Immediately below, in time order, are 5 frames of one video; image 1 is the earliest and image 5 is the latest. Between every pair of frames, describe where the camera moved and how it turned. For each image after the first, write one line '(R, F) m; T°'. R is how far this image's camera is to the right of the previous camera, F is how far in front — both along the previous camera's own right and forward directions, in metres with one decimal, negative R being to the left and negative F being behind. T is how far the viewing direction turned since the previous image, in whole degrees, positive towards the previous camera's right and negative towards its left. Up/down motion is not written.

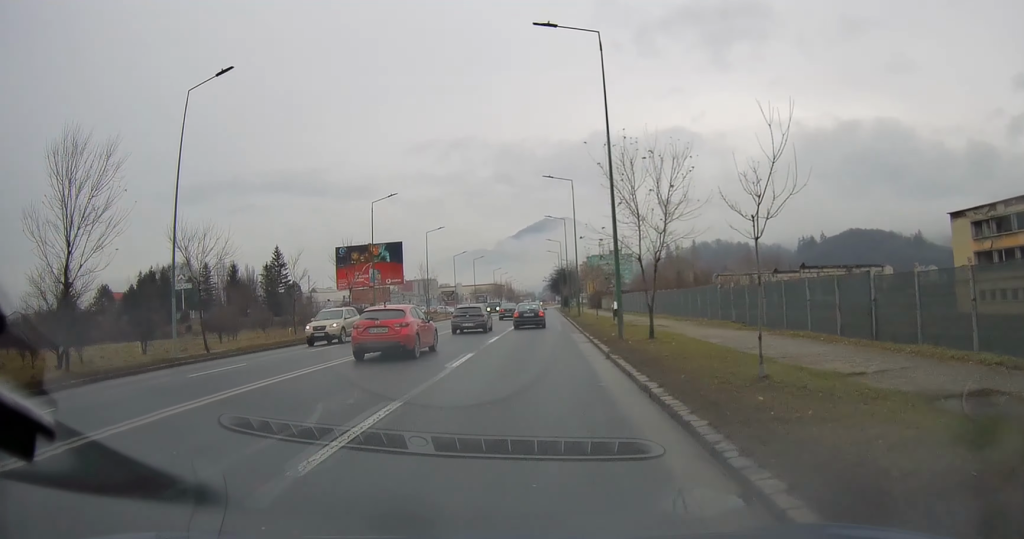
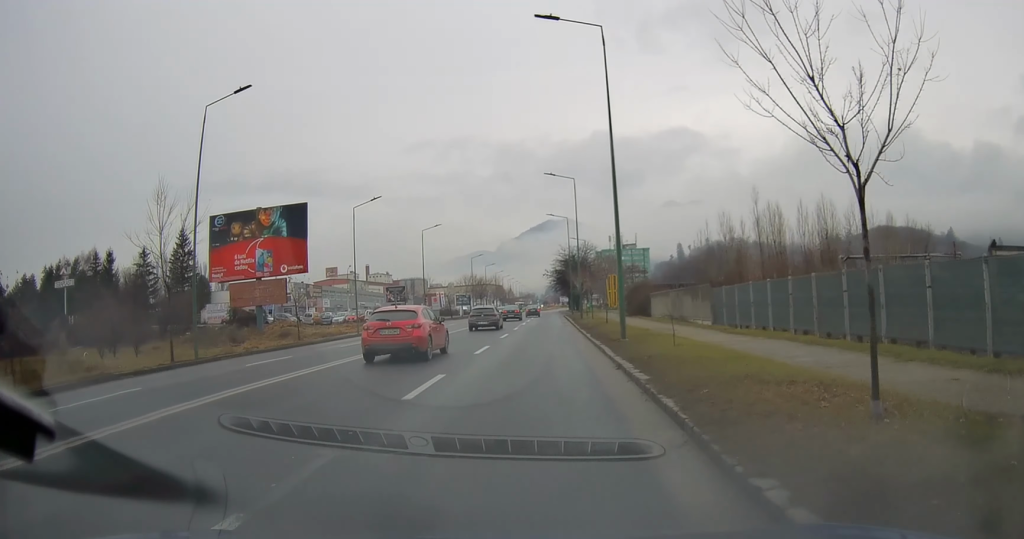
(+0.7, +56.1) m; +1°
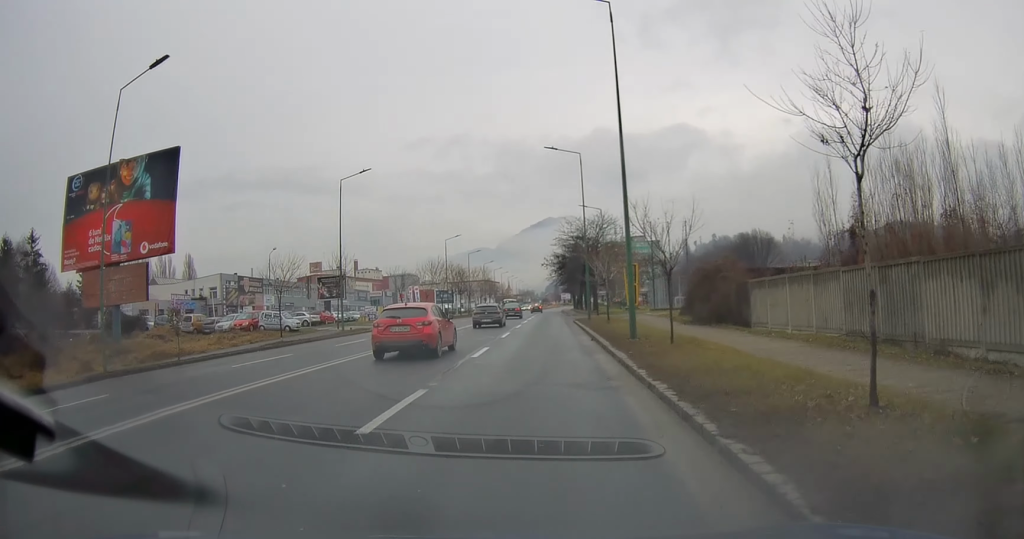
(-0.4, +29.8) m; 0°
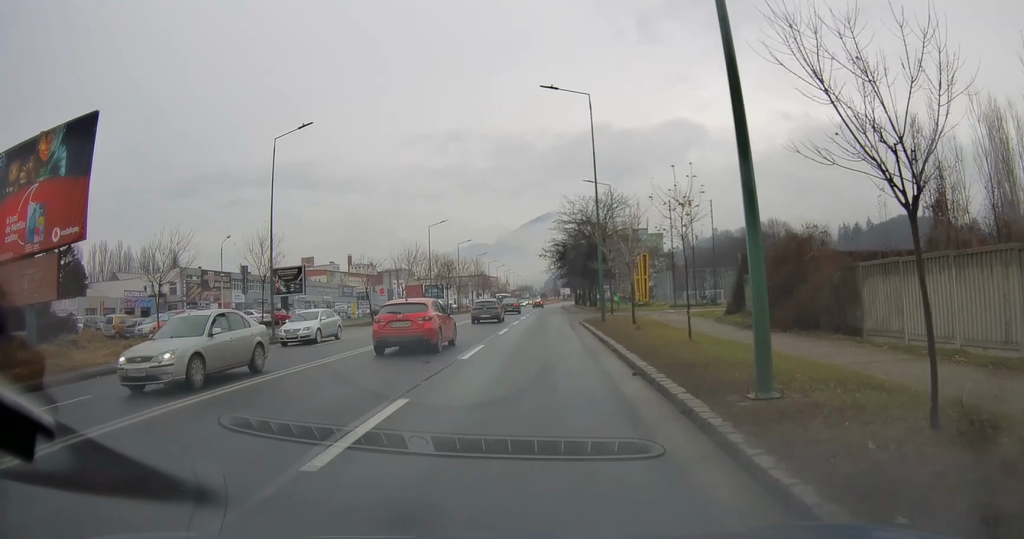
(+0.2, +11.3) m; +1°
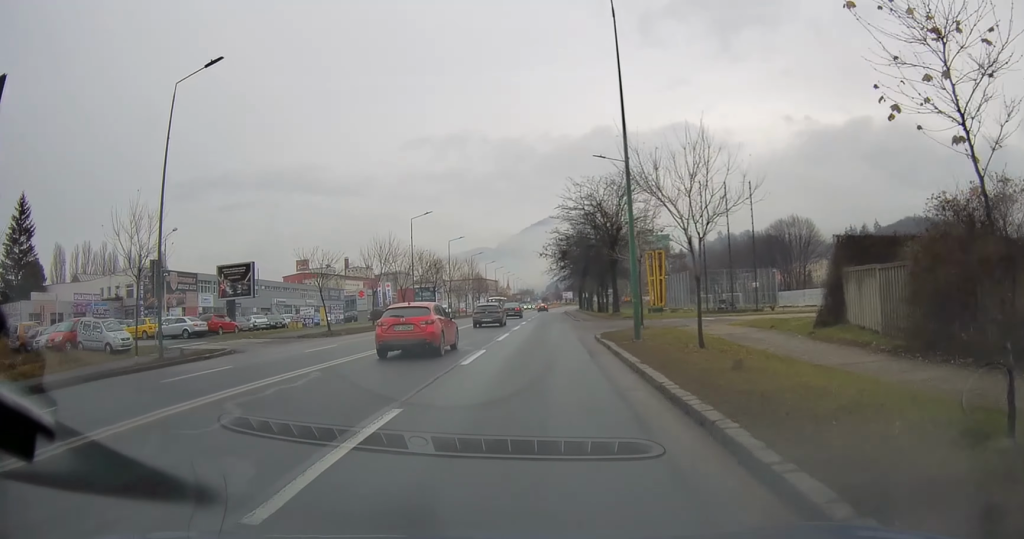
(0.0, +10.7) m; 0°
